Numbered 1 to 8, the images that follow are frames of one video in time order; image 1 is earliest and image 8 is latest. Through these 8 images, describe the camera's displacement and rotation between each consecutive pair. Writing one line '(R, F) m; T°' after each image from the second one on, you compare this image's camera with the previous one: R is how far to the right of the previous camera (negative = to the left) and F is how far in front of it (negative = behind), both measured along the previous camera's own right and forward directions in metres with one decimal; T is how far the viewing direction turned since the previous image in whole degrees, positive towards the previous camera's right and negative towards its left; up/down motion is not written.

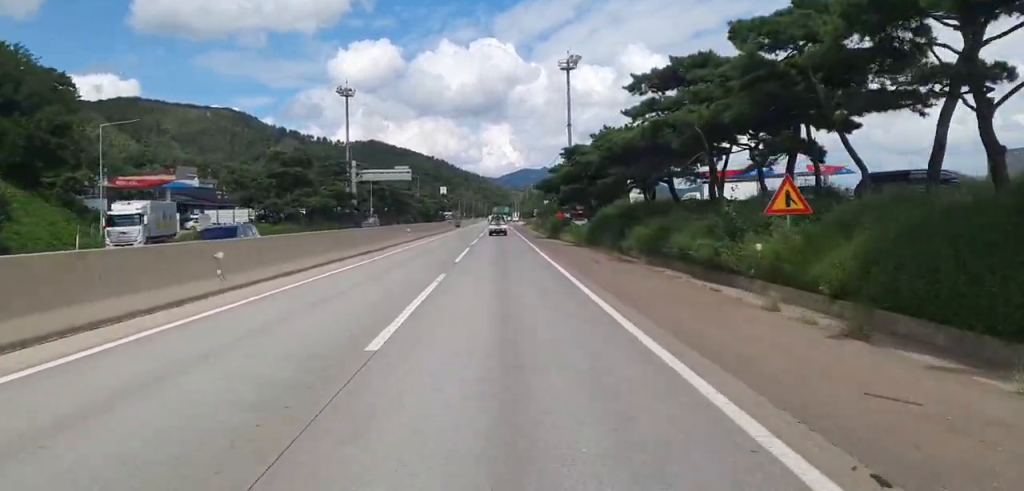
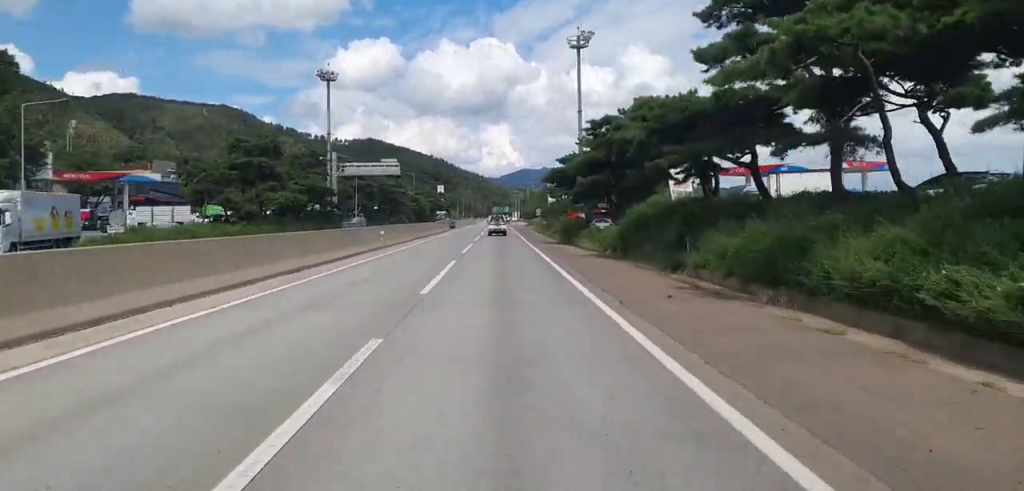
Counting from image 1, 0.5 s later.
(0.0, +12.7) m; 0°
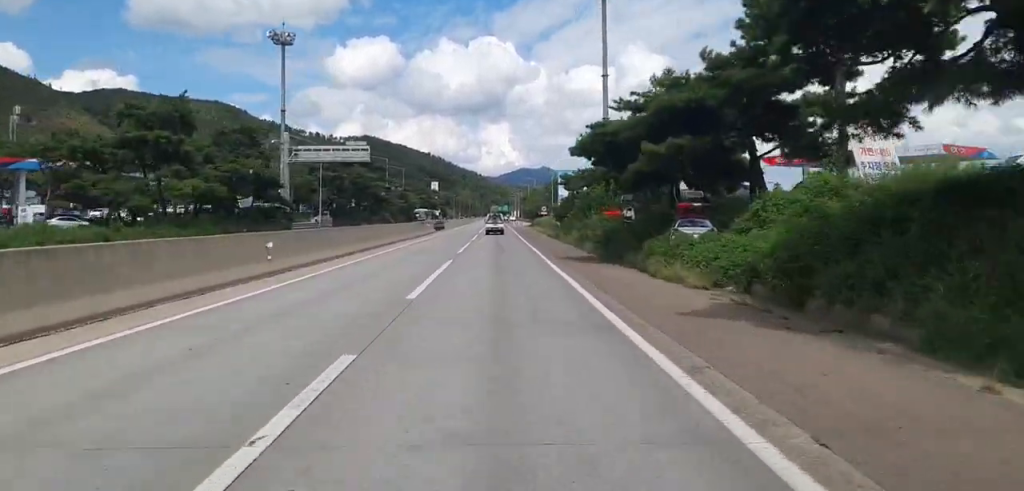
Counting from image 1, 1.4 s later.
(0.0, +21.4) m; 0°
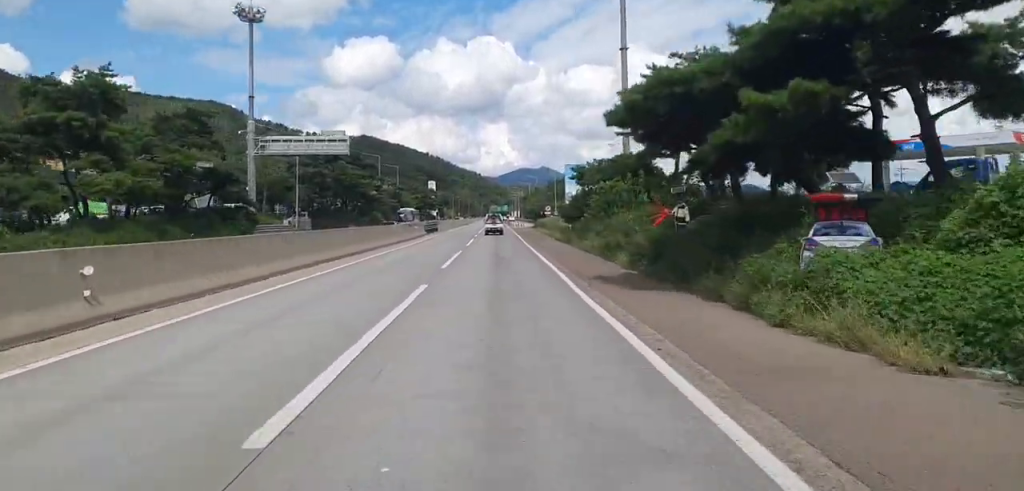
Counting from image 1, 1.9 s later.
(0.0, +10.3) m; 0°
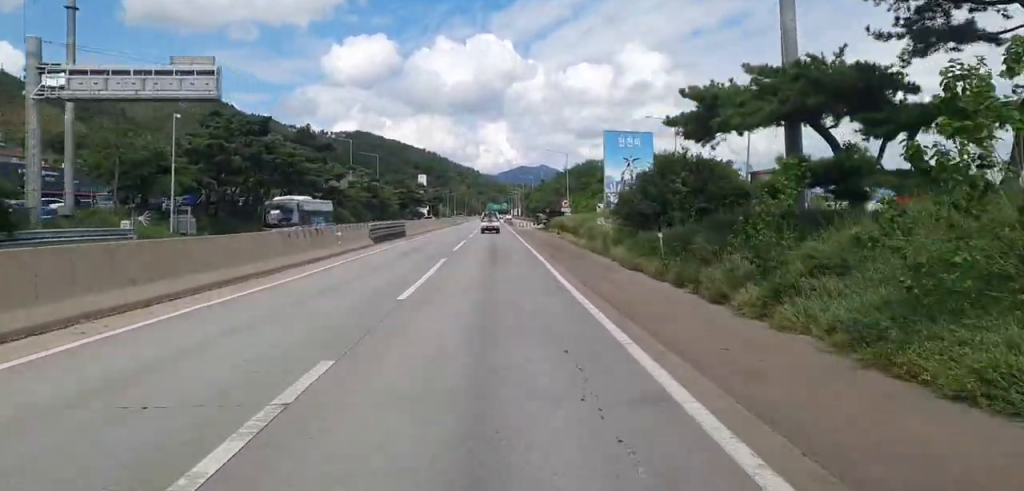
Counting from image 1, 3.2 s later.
(0.0, +30.5) m; 0°
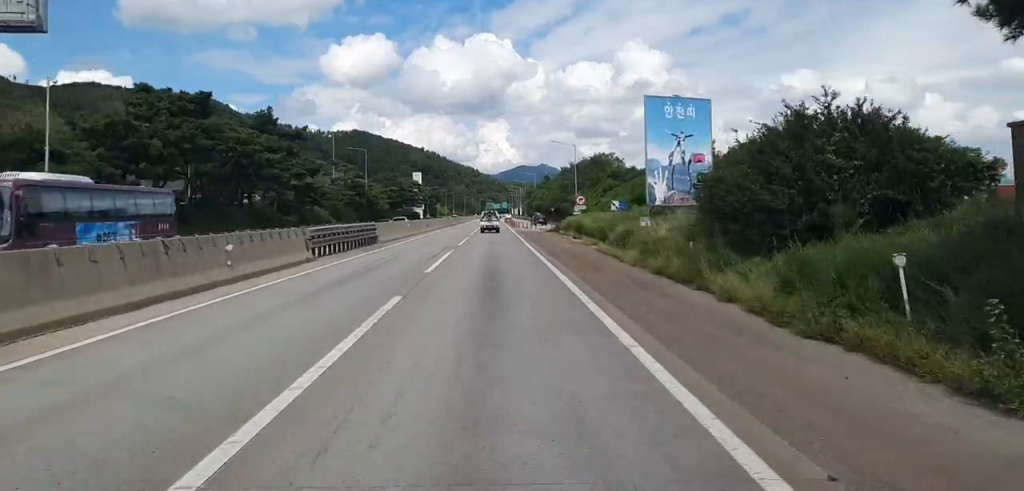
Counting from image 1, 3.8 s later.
(-0.2, +14.0) m; 0°
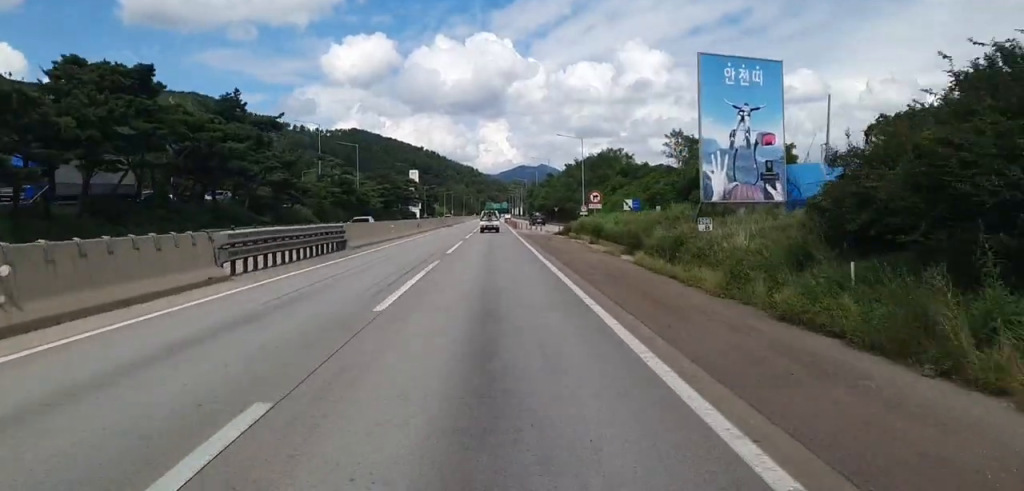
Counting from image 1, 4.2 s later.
(0.0, +9.3) m; 0°
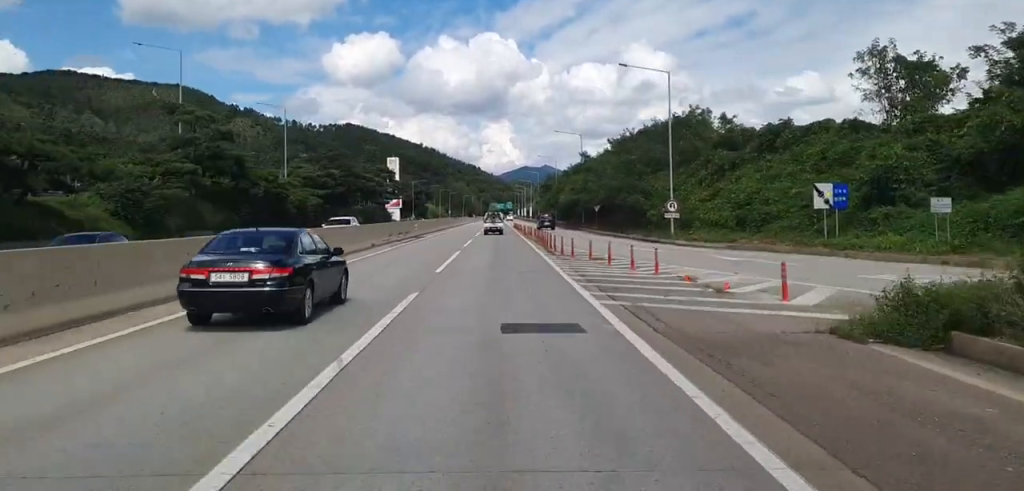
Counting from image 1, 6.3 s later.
(+0.1, +50.4) m; 0°
